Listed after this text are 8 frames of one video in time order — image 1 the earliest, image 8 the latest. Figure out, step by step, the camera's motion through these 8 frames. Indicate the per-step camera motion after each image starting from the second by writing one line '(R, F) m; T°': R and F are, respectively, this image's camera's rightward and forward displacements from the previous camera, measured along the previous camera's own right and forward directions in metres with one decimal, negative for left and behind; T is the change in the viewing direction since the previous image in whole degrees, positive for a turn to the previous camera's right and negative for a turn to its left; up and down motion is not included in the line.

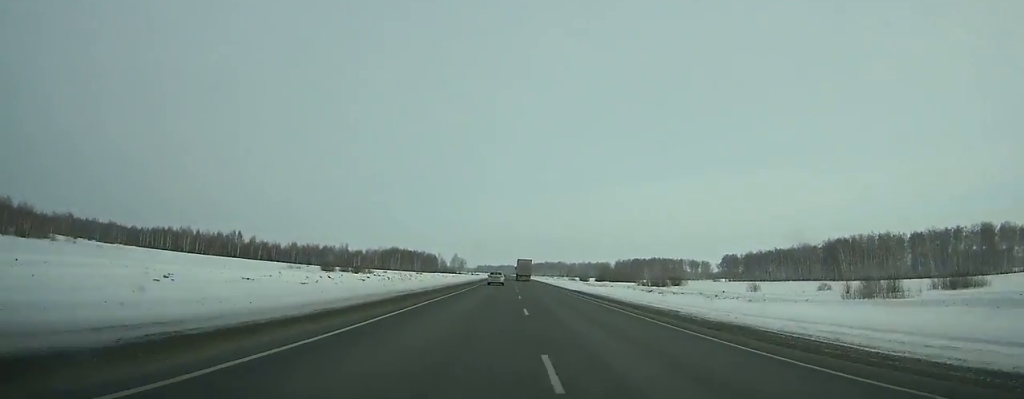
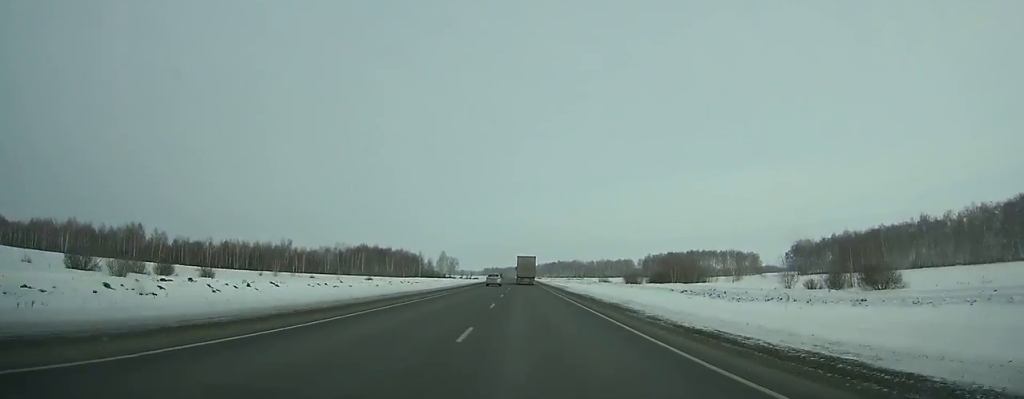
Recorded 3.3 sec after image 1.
(-0.1, +102.8) m; 0°
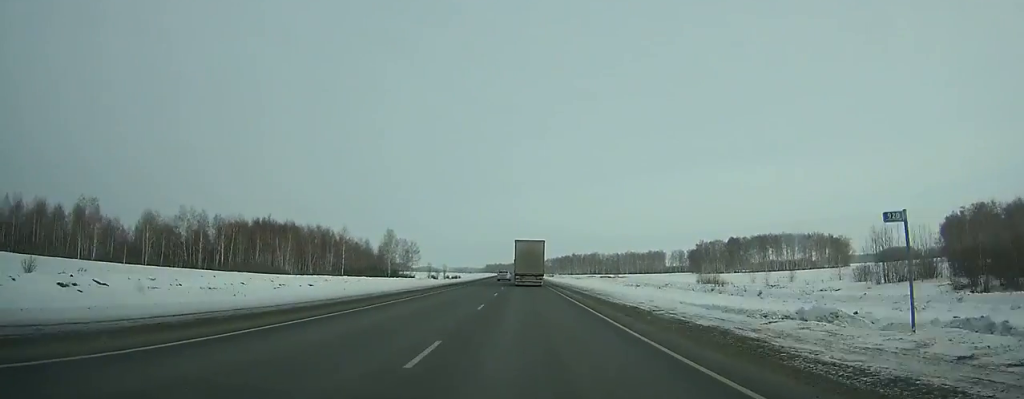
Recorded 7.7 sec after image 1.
(-0.9, +131.2) m; -1°
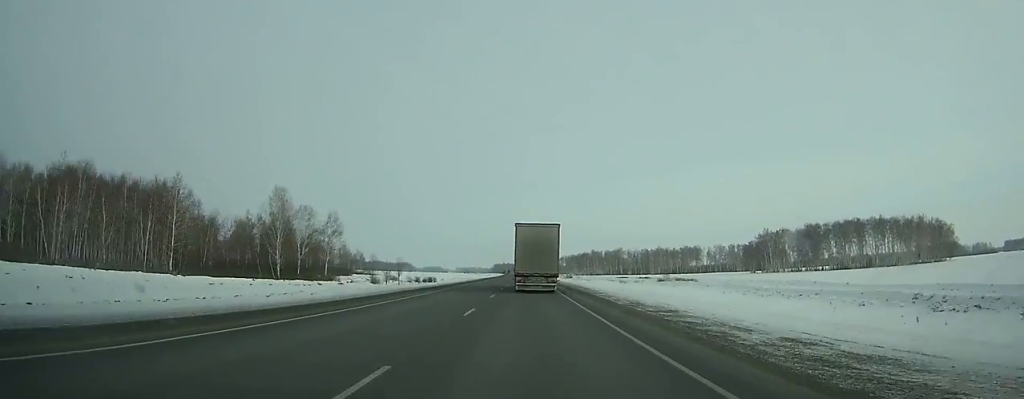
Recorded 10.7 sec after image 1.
(-0.3, +83.1) m; -1°
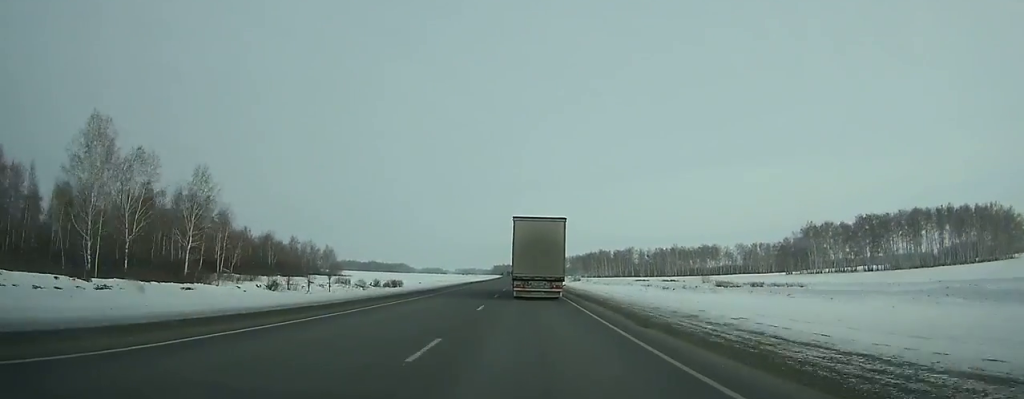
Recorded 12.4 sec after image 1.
(-0.3, +44.2) m; 0°
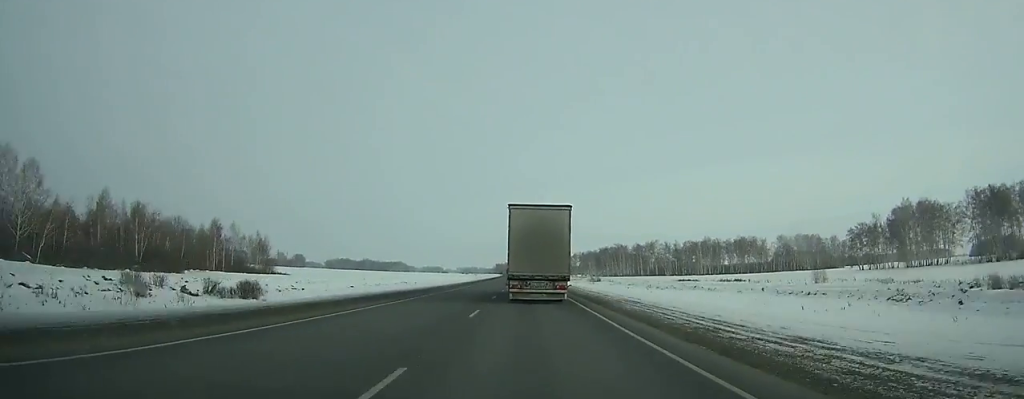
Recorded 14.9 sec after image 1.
(-0.3, +63.8) m; 0°
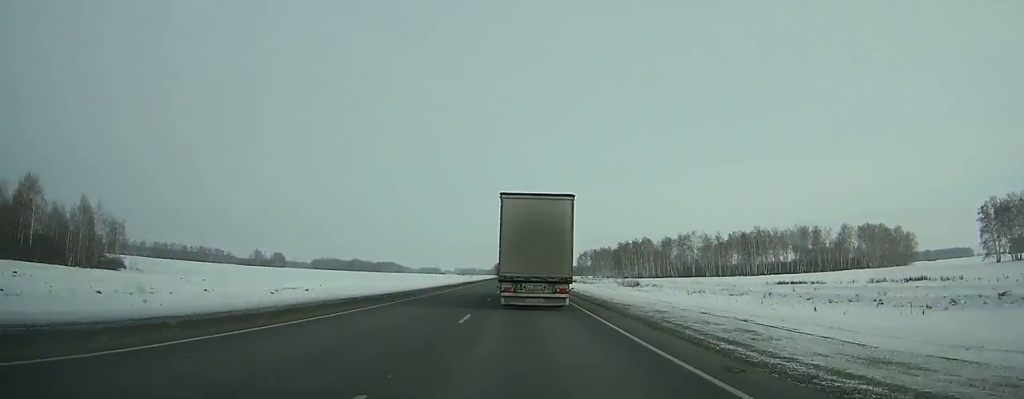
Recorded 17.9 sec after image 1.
(-0.2, +75.0) m; -1°
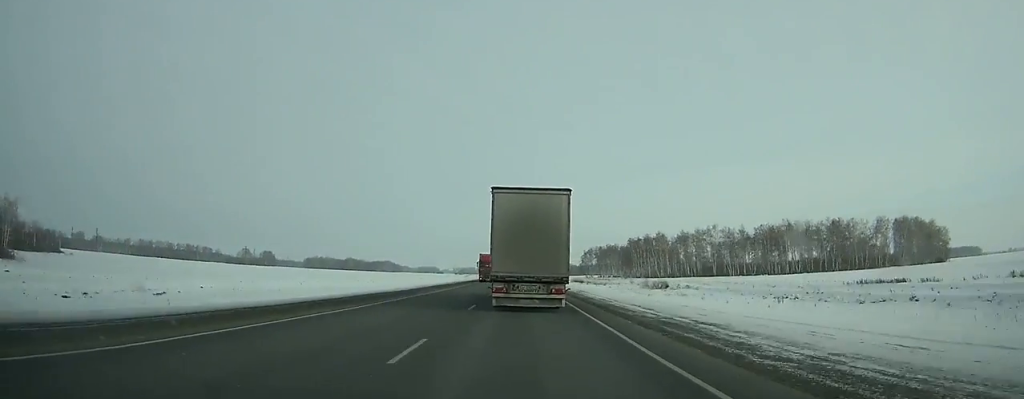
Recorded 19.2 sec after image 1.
(+0.2, +32.5) m; -1°
